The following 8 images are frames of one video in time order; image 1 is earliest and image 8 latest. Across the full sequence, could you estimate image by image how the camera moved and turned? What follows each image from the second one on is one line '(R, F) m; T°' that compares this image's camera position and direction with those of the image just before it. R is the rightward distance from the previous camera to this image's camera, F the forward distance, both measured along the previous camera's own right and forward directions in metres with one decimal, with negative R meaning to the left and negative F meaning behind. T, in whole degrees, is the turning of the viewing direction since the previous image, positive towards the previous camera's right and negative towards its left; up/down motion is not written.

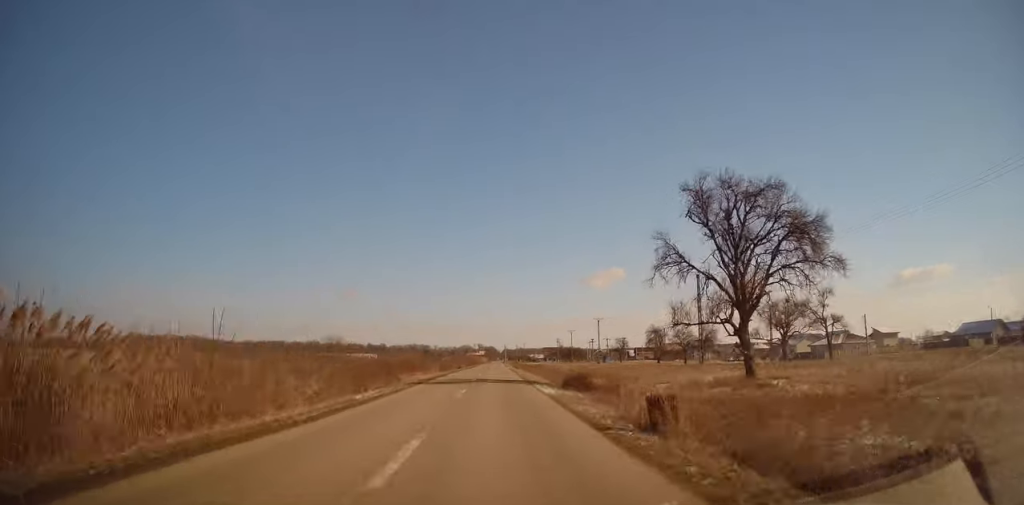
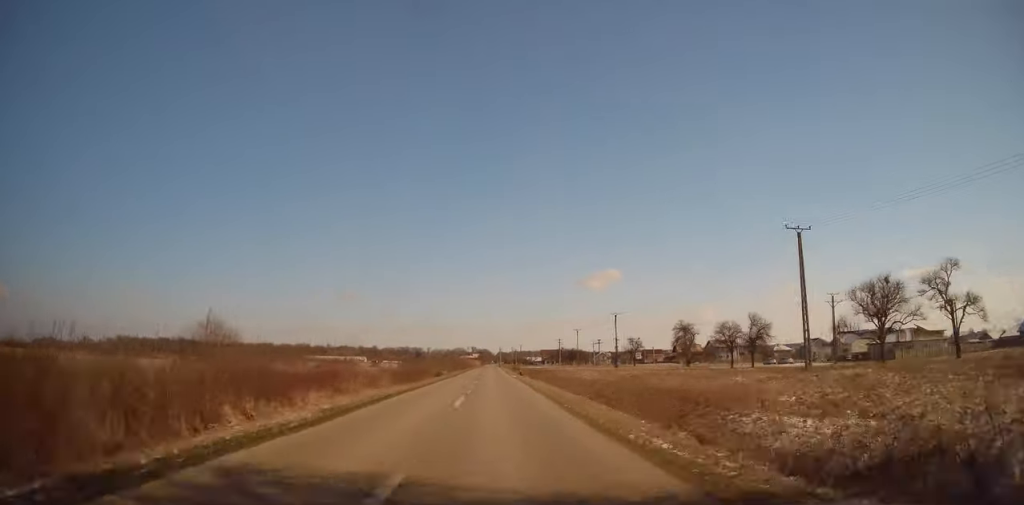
(0.0, +26.0) m; 0°
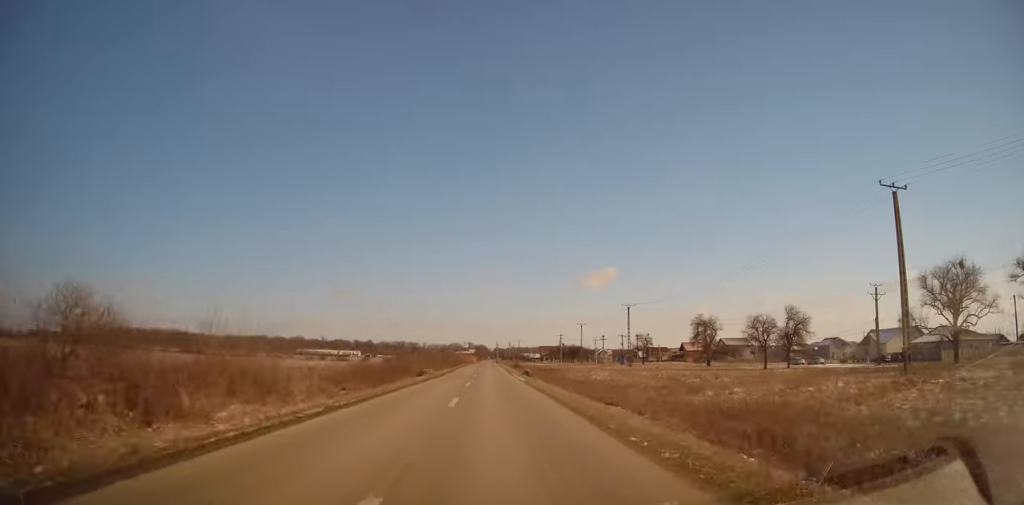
(-0.1, +13.2) m; +1°
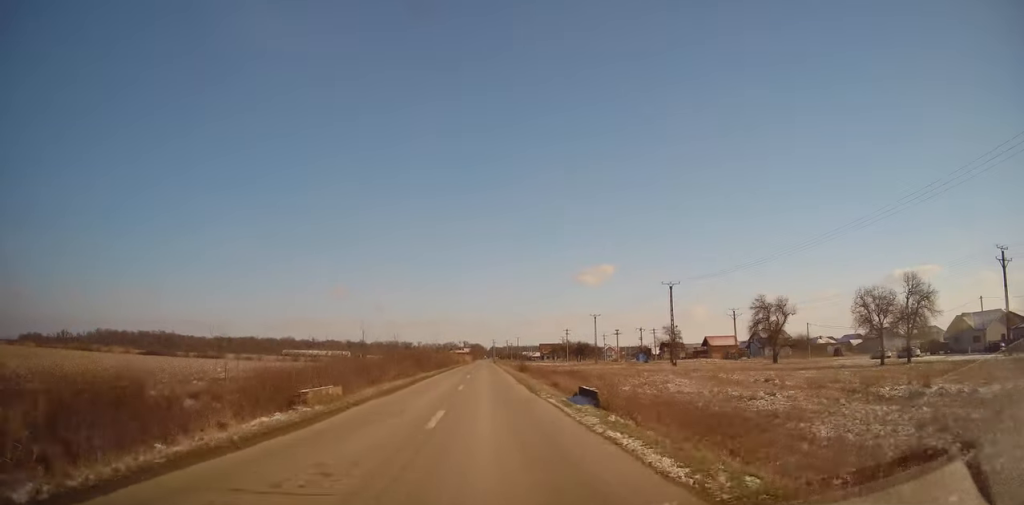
(+0.5, +28.4) m; +1°
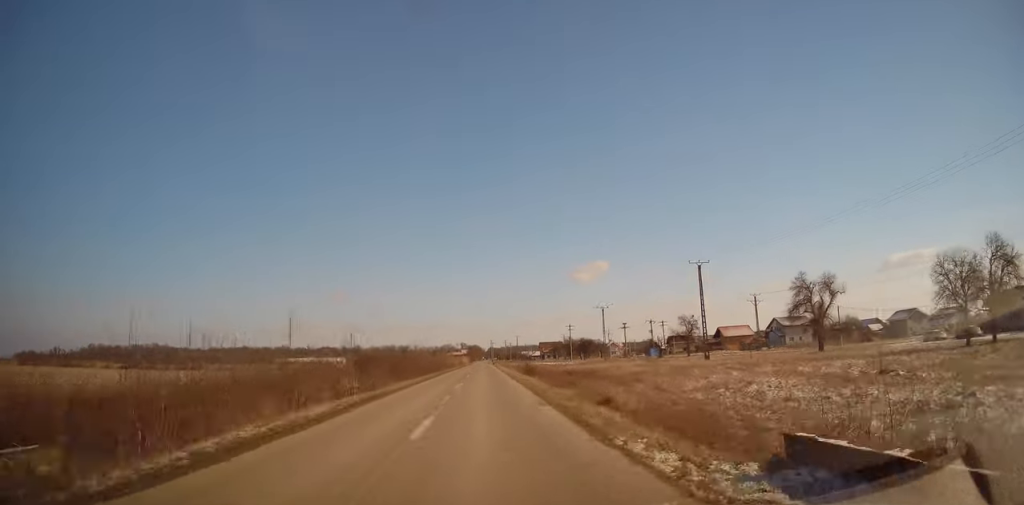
(0.0, +13.4) m; 0°
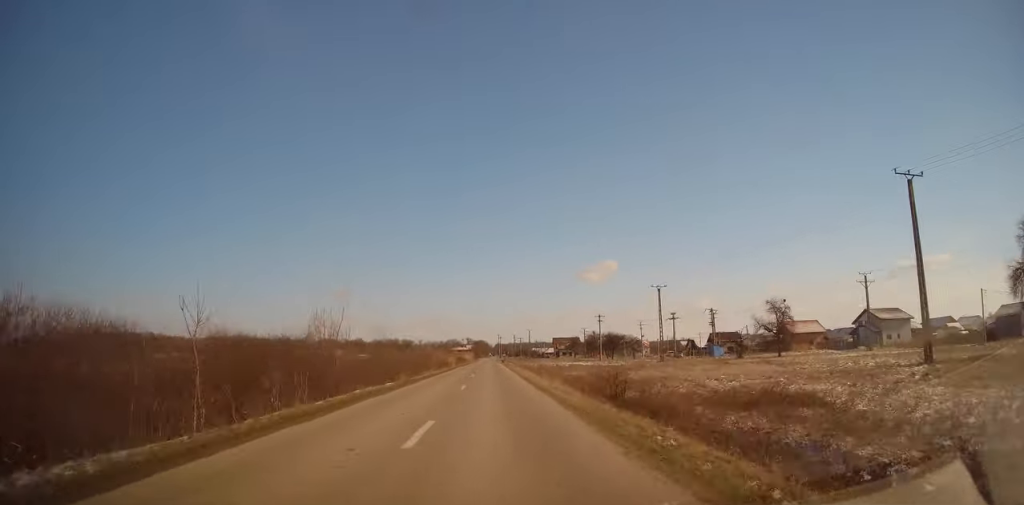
(+0.1, +37.0) m; -1°
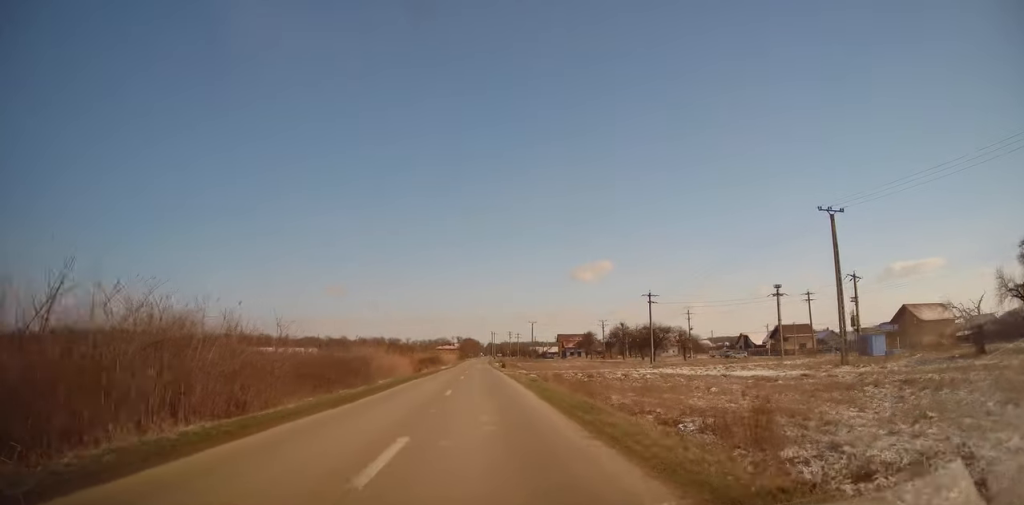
(0.0, +51.4) m; +1°
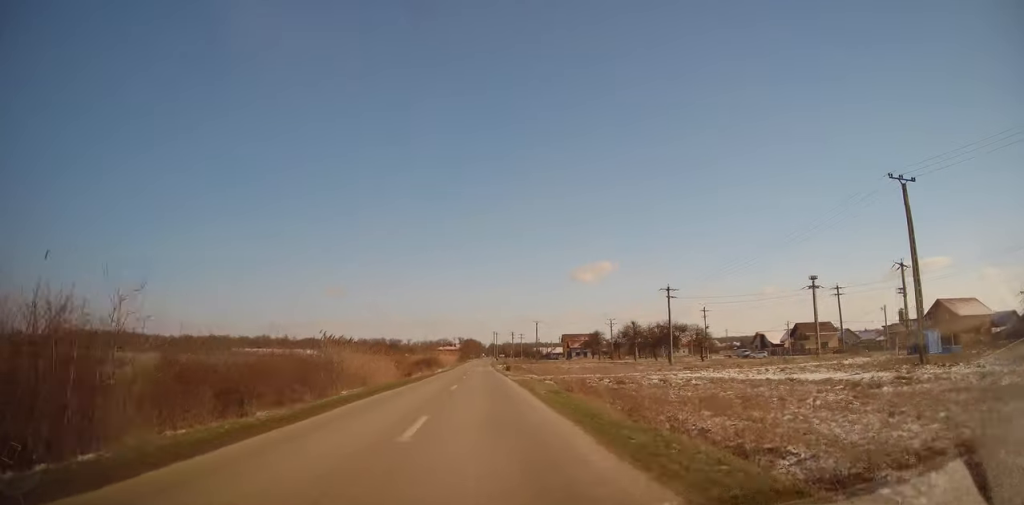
(0.0, +9.6) m; 0°
